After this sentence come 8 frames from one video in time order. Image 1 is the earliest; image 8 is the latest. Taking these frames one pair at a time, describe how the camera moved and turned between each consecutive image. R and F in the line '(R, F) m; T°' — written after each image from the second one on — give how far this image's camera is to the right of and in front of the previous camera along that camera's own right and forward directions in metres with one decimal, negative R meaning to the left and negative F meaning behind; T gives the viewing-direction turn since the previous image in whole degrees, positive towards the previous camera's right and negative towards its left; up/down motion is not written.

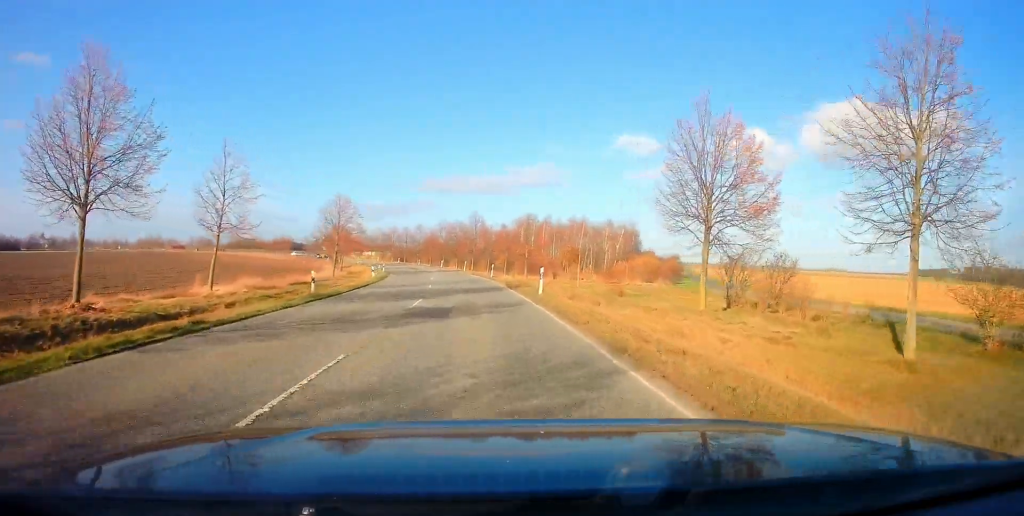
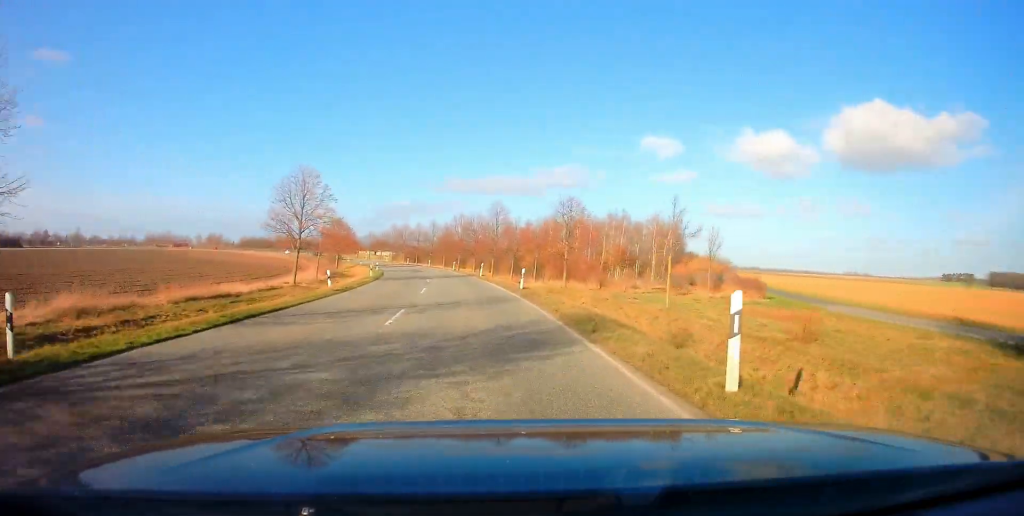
(-0.1, +16.0) m; -2°
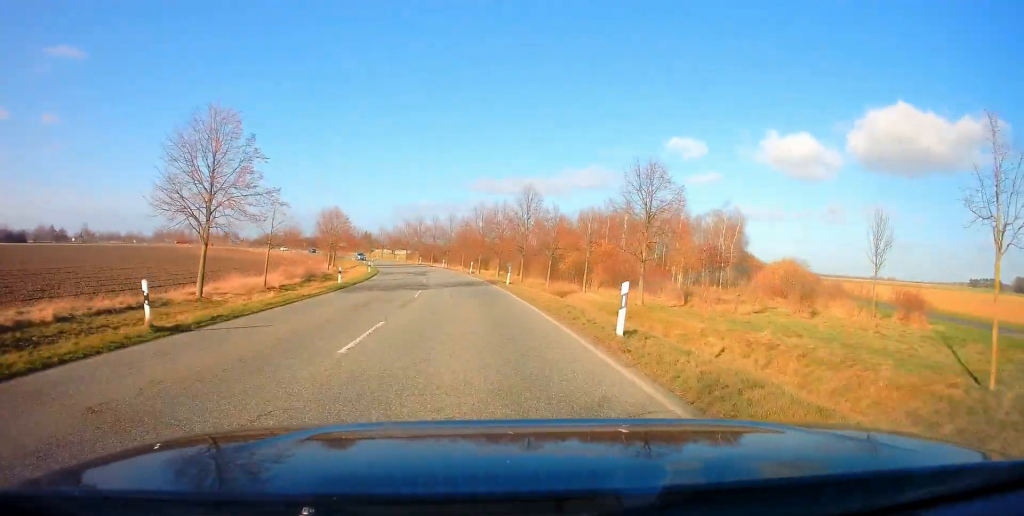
(-0.2, +16.0) m; -3°
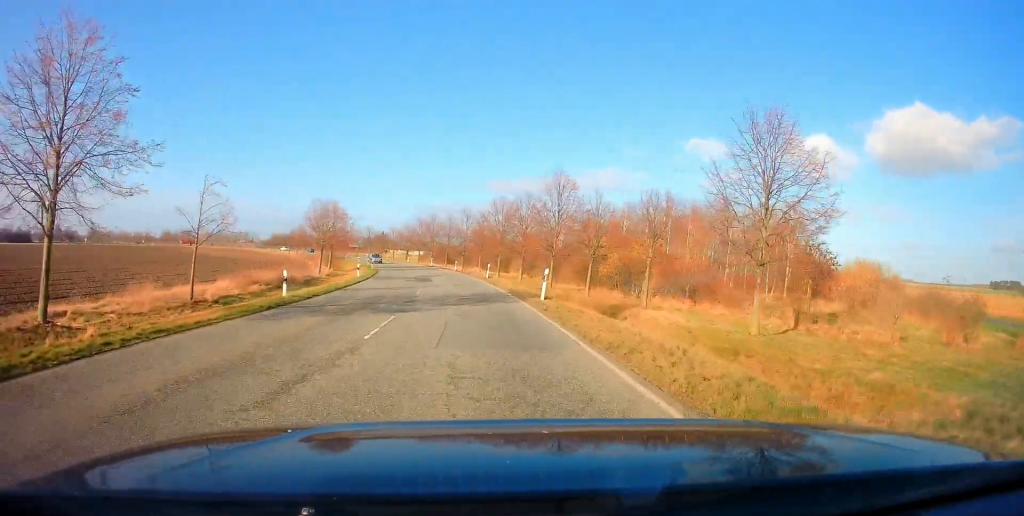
(-0.4, +10.6) m; -2°
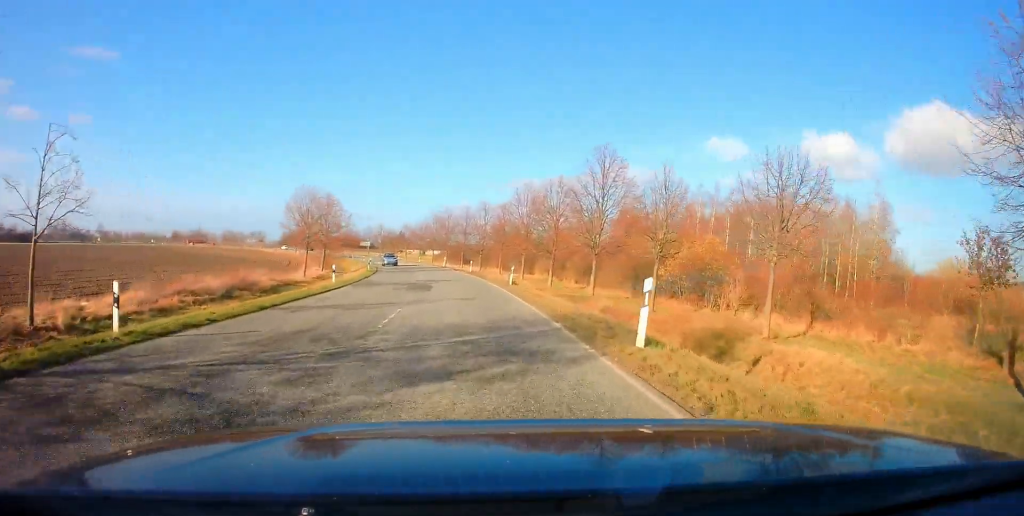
(-0.2, +10.5) m; -2°
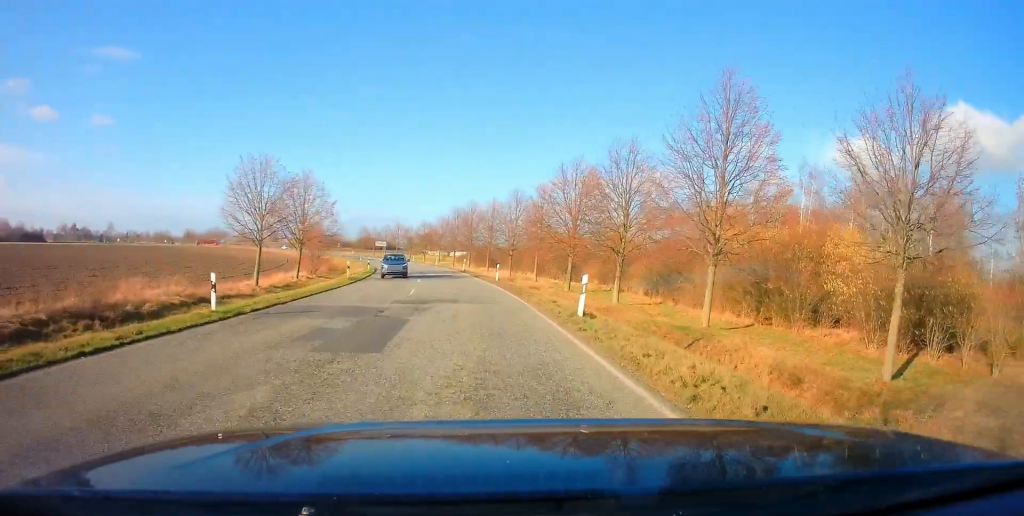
(-0.1, +15.1) m; -2°
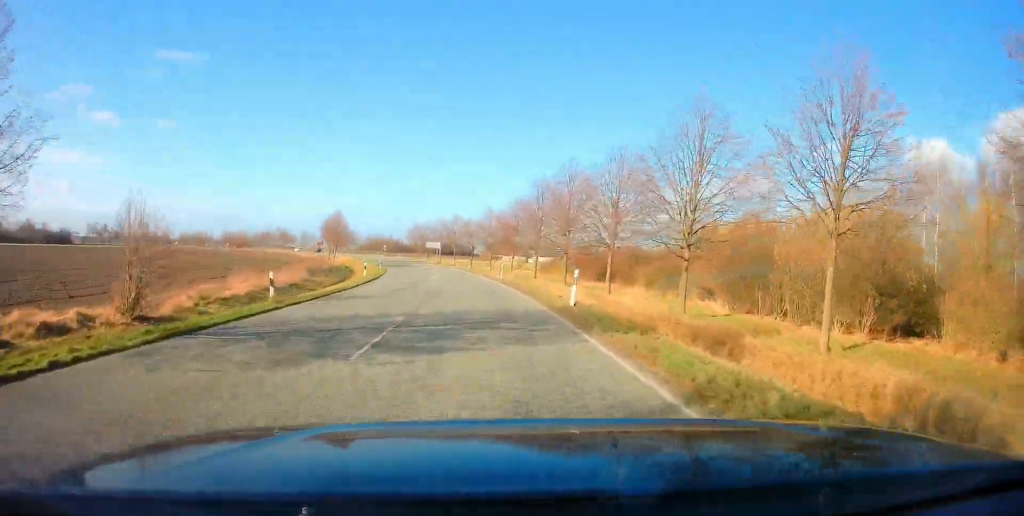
(-2.5, +36.5) m; -7°
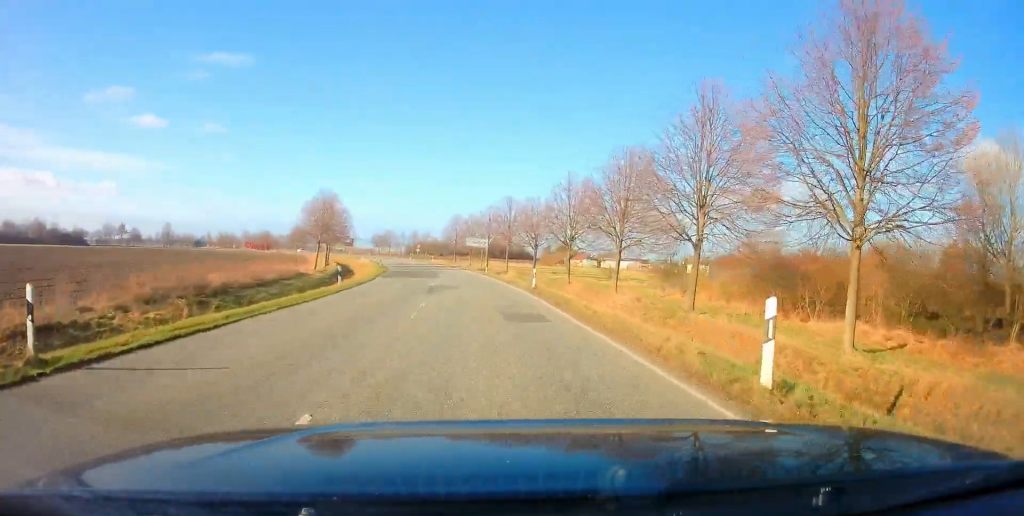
(-1.2, +30.6) m; -5°
